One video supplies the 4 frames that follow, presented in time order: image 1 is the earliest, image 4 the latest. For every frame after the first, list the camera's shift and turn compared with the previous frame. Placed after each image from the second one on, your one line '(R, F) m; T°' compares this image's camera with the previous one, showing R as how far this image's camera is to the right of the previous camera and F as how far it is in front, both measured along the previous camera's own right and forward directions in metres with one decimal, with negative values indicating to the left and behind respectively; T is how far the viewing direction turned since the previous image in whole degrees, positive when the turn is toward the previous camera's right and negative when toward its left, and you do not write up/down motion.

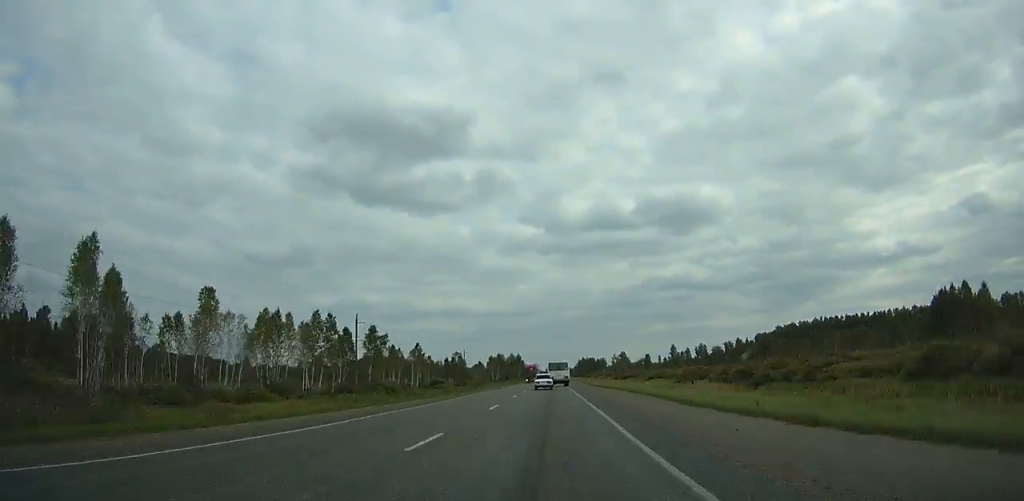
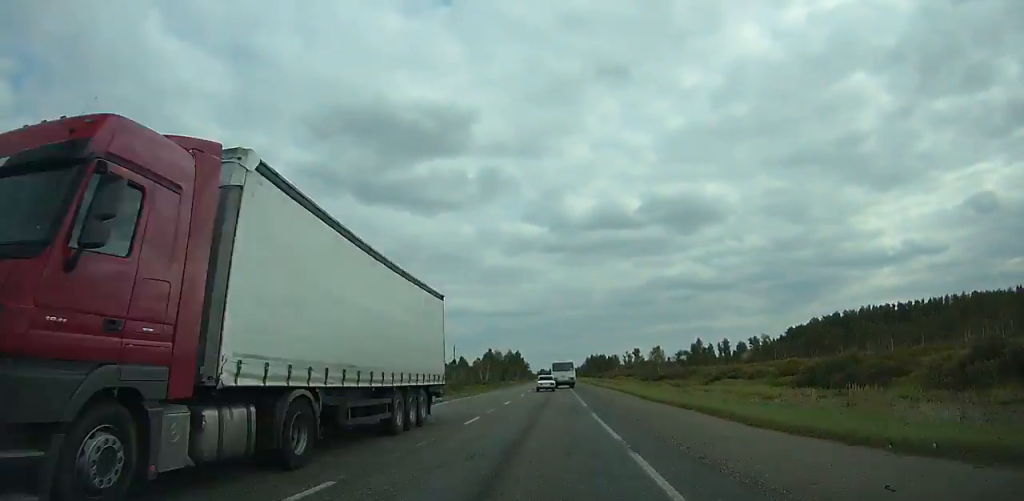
(0.0, +54.7) m; 0°
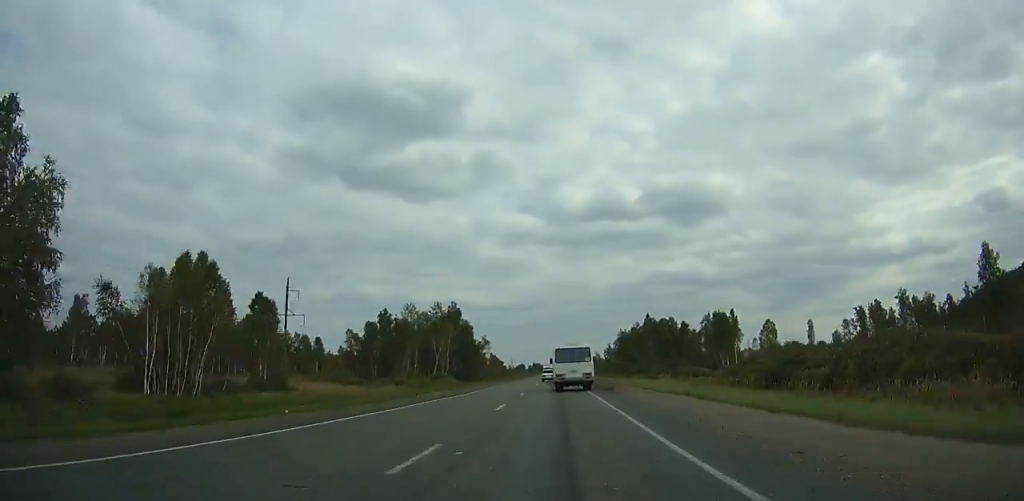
(-0.6, +212.4) m; 0°
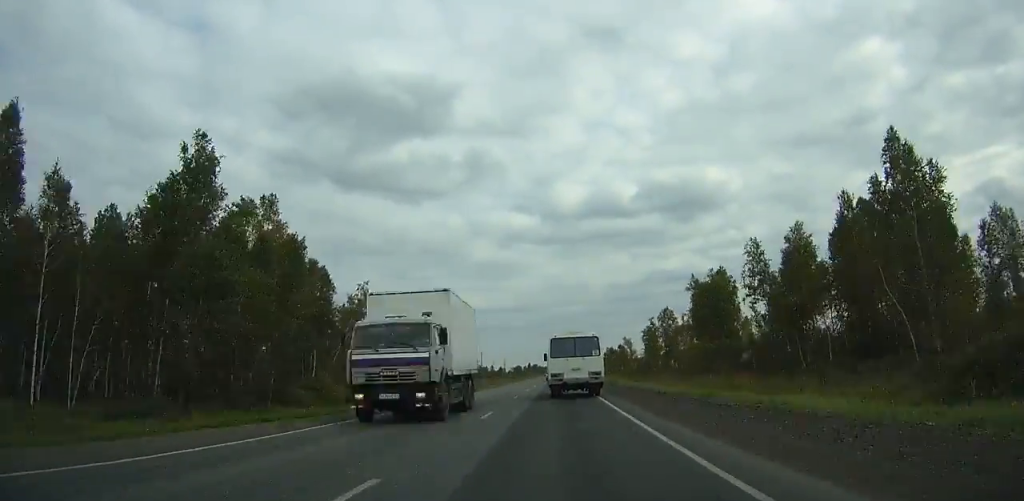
(+0.2, +98.4) m; 0°
